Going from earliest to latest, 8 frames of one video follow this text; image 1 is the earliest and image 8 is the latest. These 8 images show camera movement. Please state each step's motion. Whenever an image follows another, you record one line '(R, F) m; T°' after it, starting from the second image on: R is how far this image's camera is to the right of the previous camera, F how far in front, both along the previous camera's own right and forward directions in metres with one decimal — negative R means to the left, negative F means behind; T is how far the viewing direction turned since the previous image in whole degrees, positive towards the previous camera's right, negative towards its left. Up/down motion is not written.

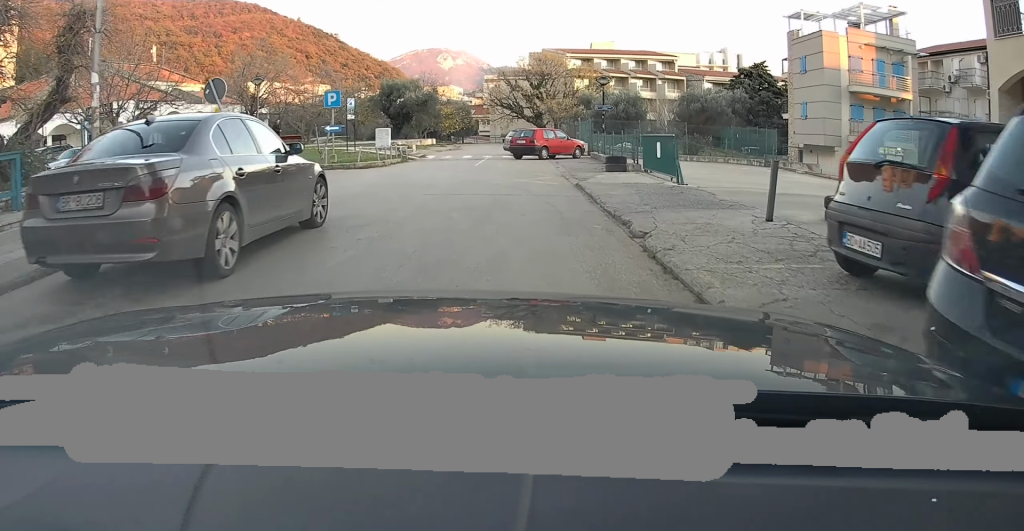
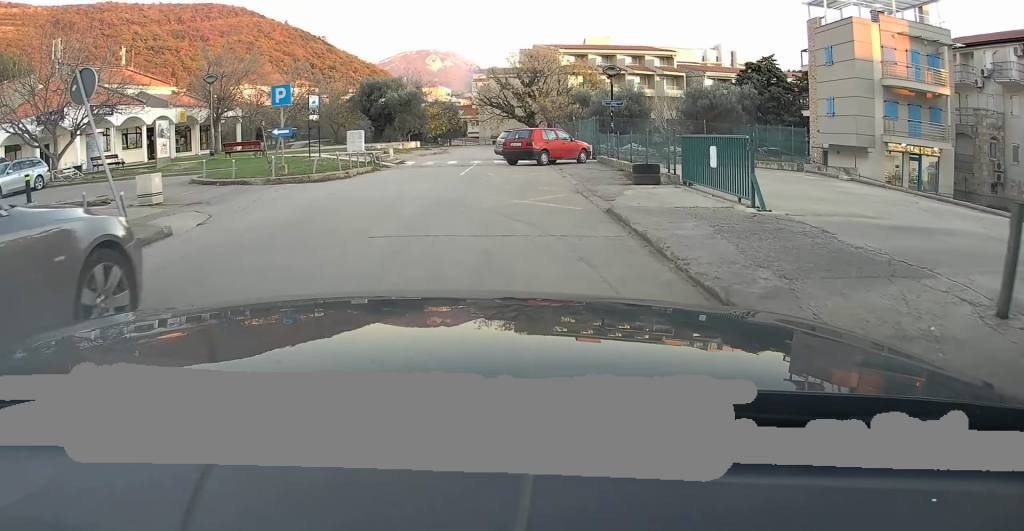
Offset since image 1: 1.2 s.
(+0.1, +5.9) m; +3°
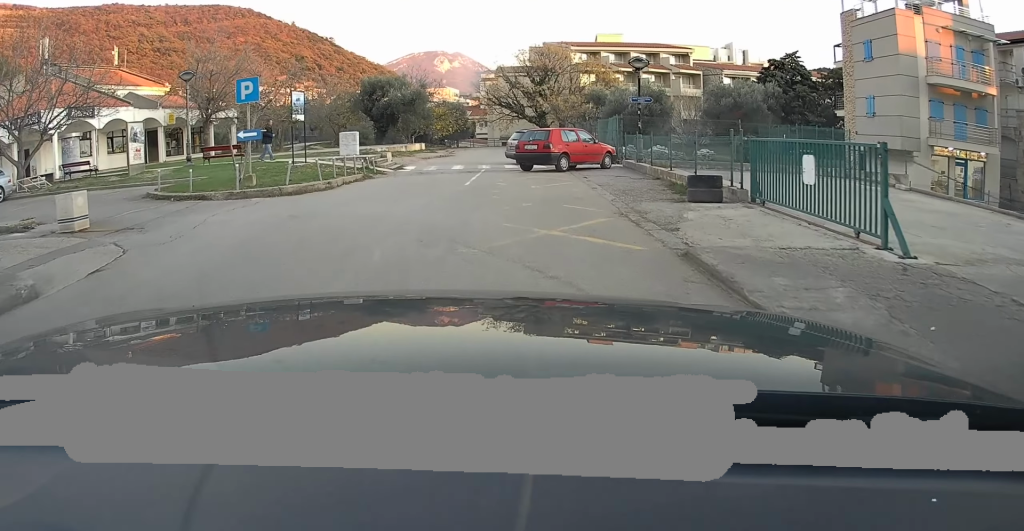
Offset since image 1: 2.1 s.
(+0.2, +3.8) m; -2°
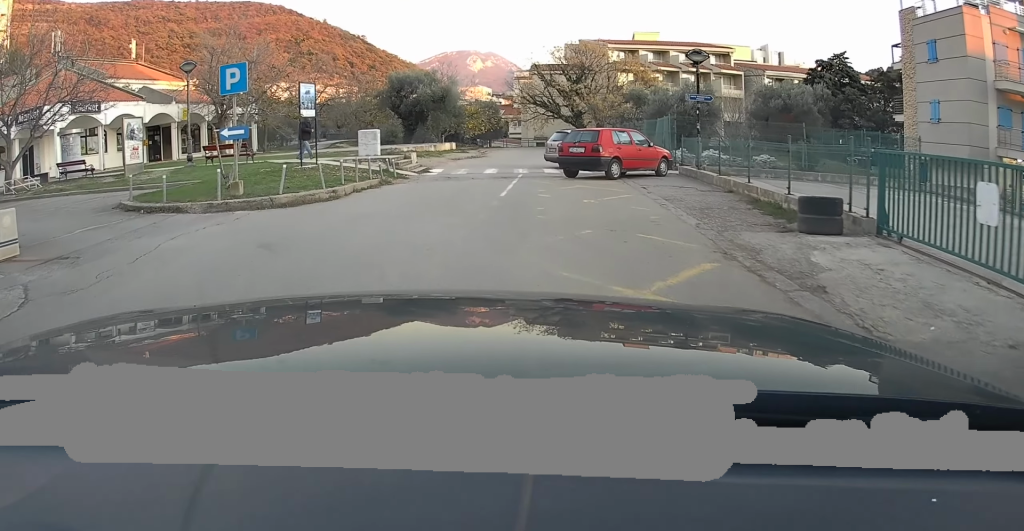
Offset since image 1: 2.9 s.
(-0.3, +3.1) m; -7°
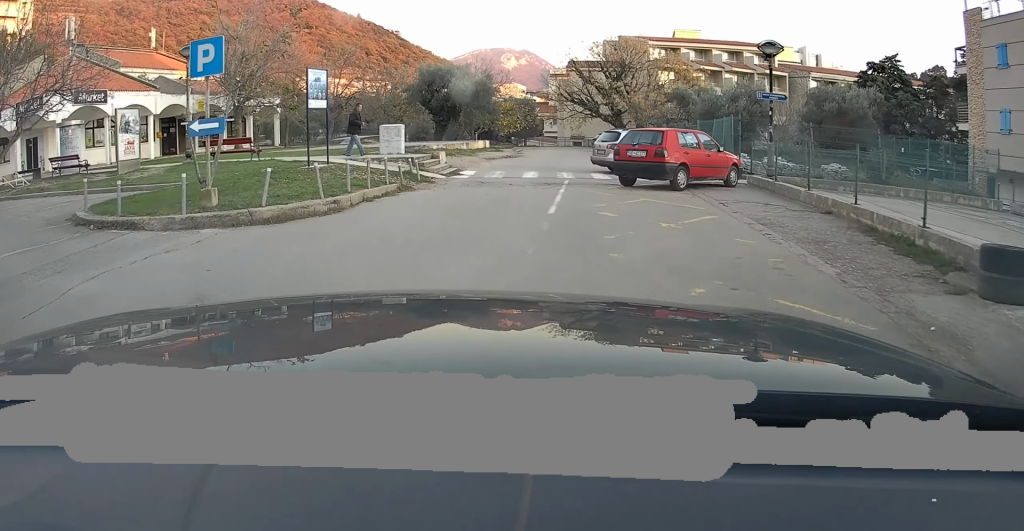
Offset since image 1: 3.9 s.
(-0.1, +3.1) m; -9°
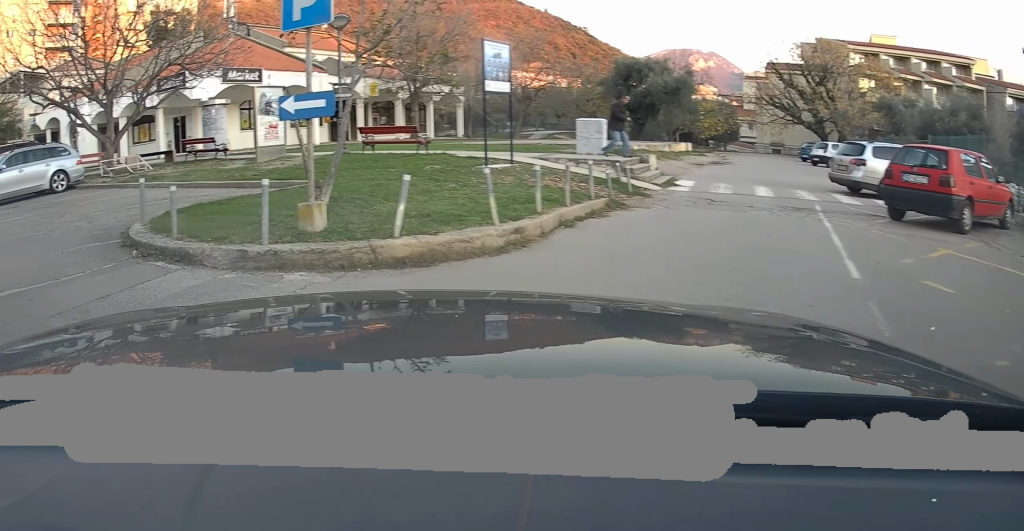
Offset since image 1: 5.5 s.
(-0.7, +4.3) m; -24°
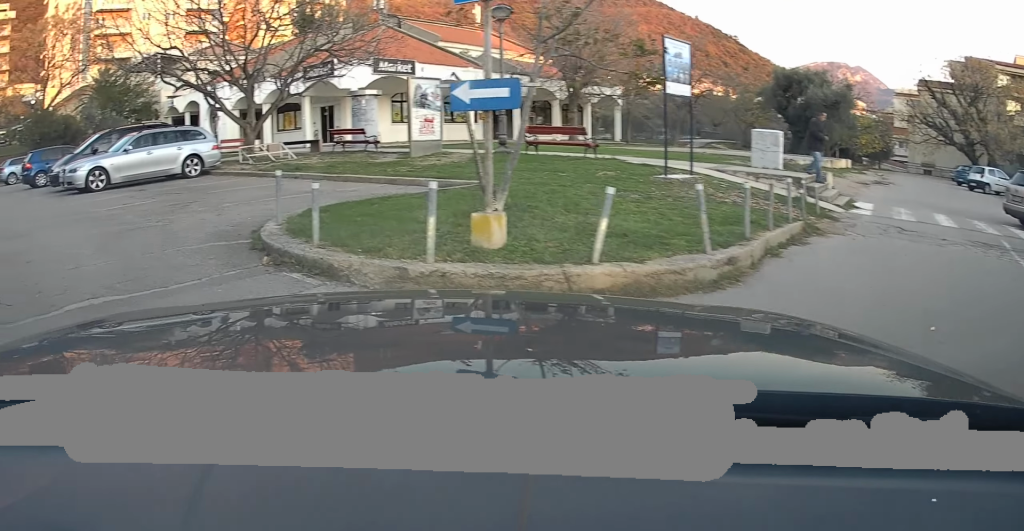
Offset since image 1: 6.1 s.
(-0.2, +1.4) m; -12°
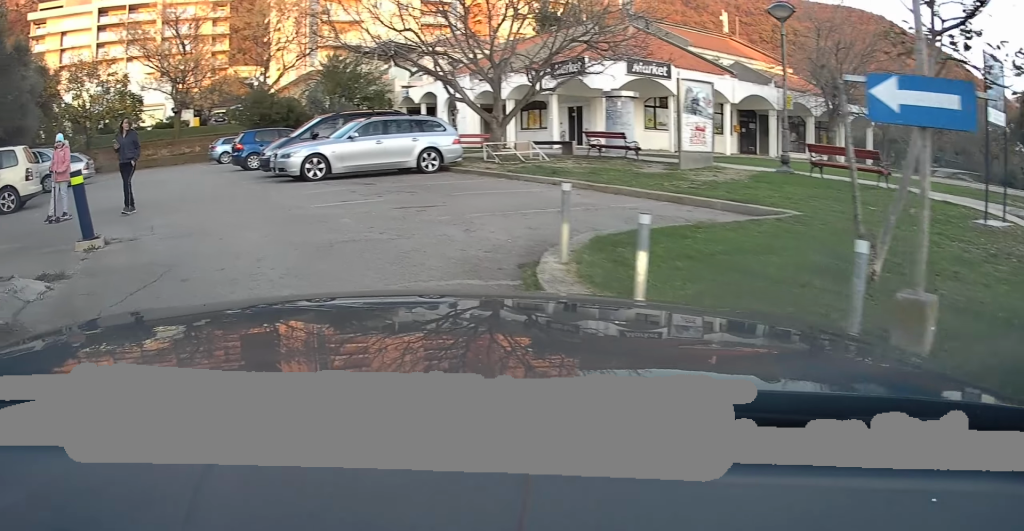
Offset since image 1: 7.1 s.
(-0.5, +2.5) m; -15°
